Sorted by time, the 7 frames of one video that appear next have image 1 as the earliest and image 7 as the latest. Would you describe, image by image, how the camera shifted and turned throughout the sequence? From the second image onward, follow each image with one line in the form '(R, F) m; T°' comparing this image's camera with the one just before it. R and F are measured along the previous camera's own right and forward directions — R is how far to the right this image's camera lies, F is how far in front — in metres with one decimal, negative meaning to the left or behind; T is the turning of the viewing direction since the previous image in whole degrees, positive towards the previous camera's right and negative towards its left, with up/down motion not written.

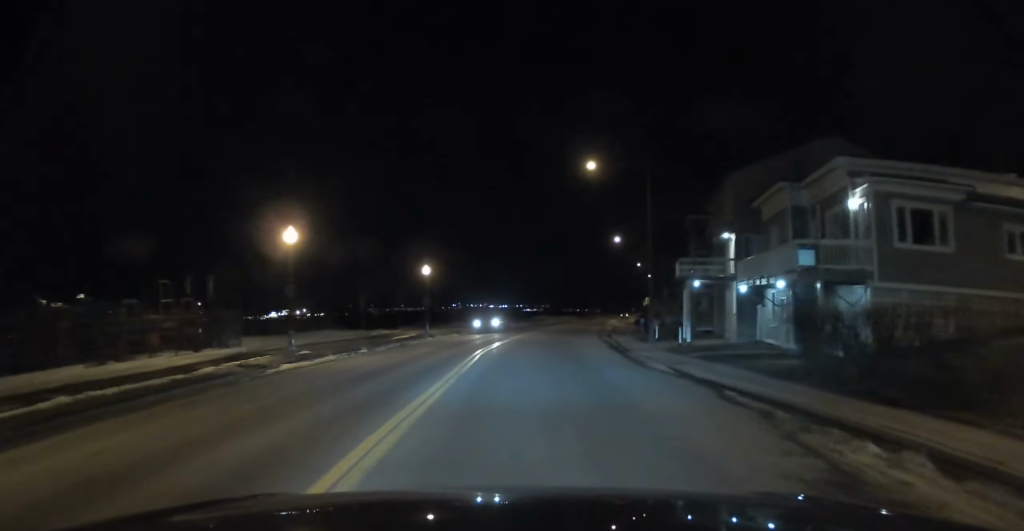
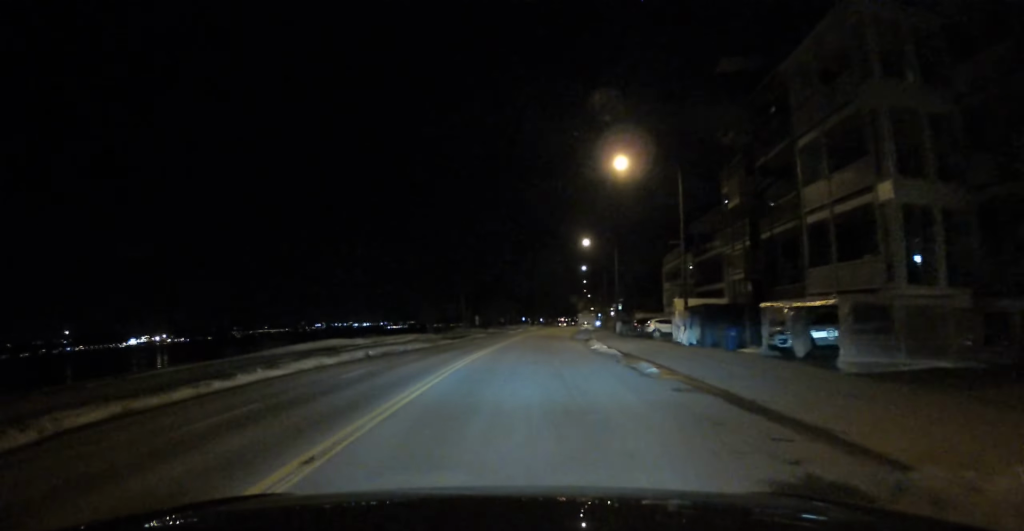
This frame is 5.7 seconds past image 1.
(+6.7, +89.8) m; +10°
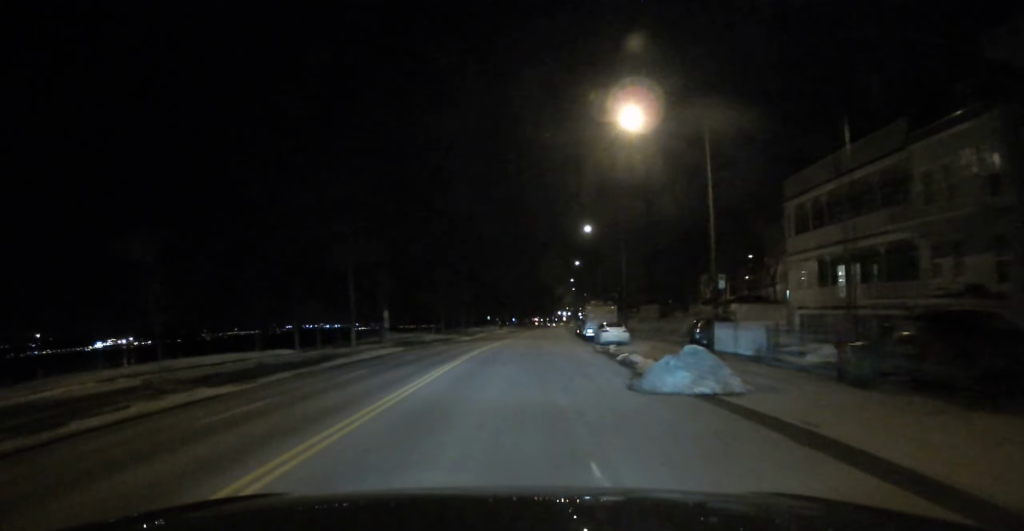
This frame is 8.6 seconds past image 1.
(+1.9, +46.8) m; +3°
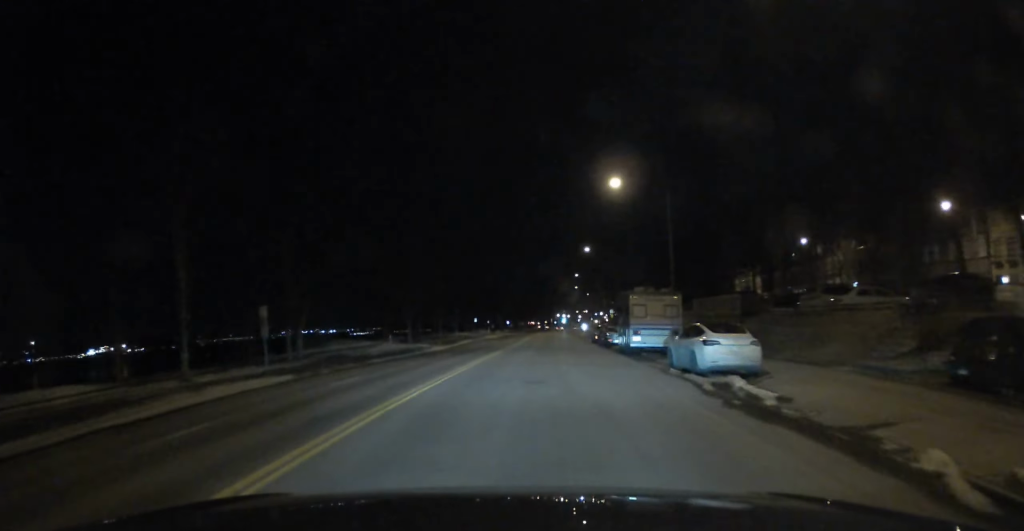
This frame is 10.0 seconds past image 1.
(+0.3, +22.0) m; +1°
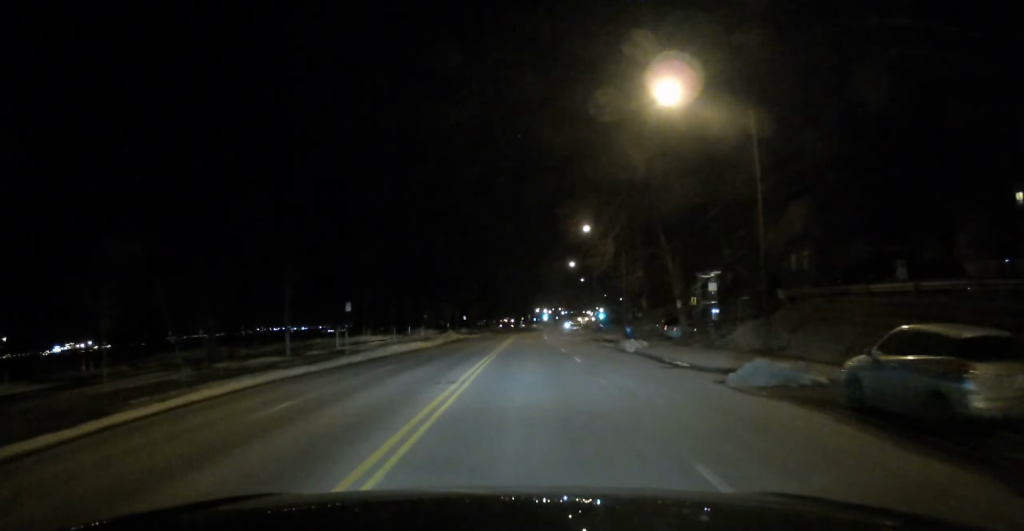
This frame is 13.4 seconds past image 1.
(+0.9, +56.2) m; +2°
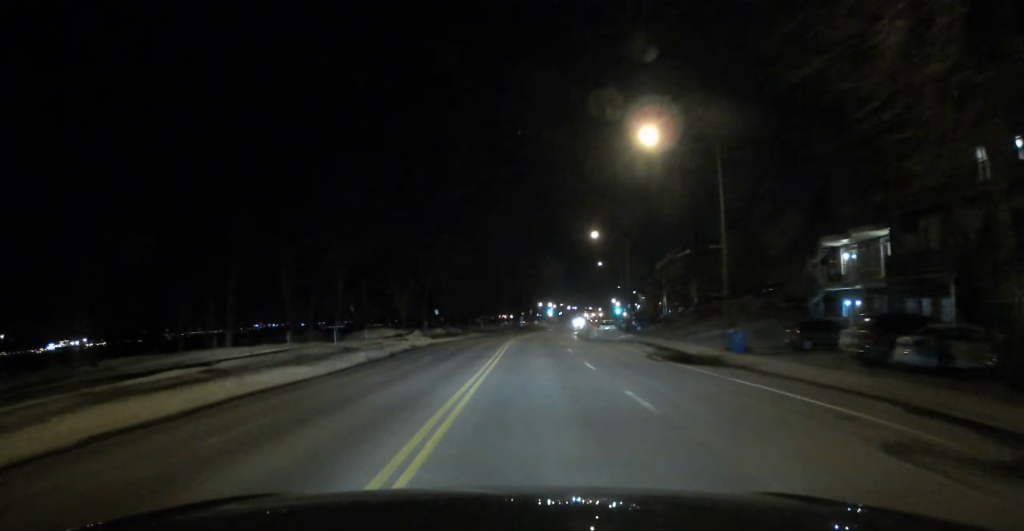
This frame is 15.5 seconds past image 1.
(+0.2, +32.4) m; +1°
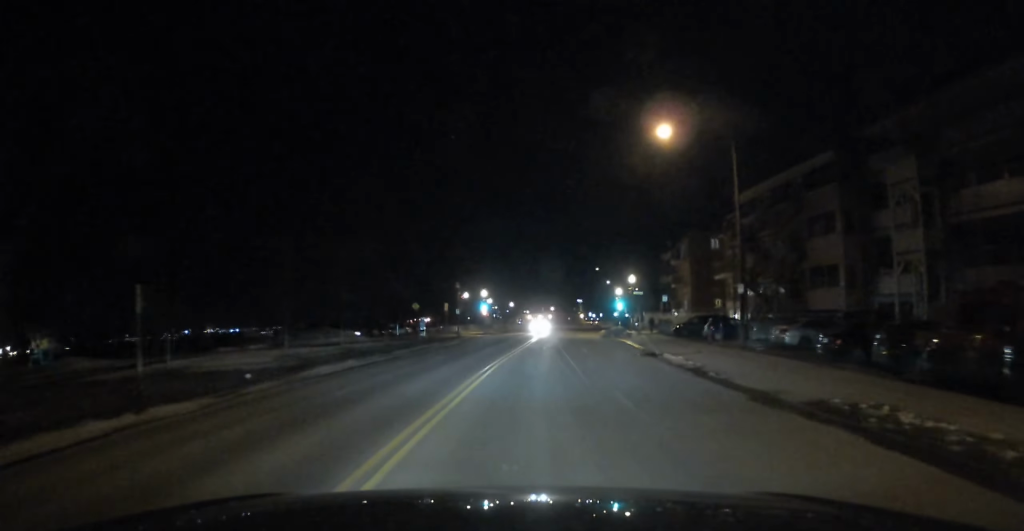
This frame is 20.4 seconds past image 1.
(+1.8, +79.2) m; +5°
